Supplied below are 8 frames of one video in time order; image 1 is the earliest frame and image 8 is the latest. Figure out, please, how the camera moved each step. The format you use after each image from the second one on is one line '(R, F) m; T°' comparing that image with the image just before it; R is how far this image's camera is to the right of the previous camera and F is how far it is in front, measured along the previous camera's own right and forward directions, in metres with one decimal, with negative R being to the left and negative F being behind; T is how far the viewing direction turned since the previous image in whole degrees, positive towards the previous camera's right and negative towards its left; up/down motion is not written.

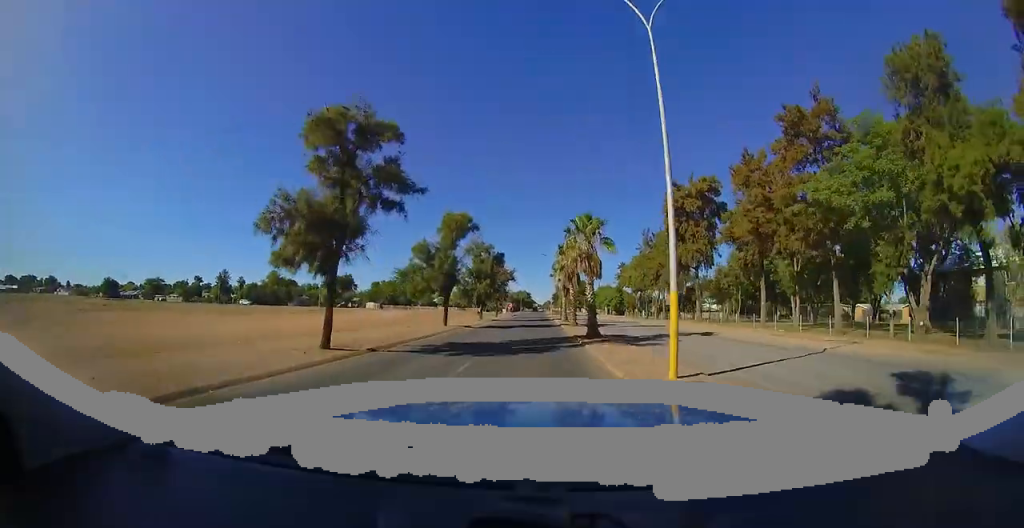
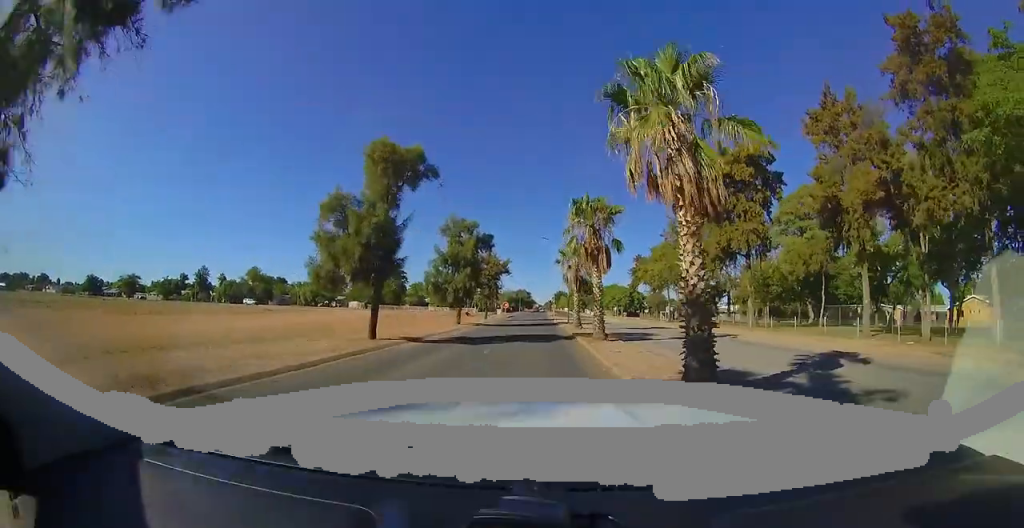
(0.0, +11.8) m; +1°
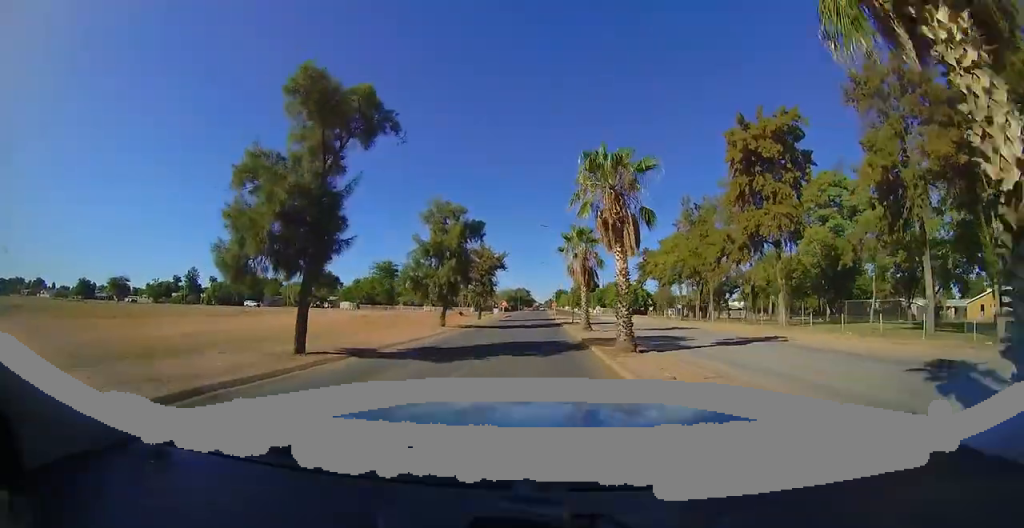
(0.0, +4.8) m; 0°
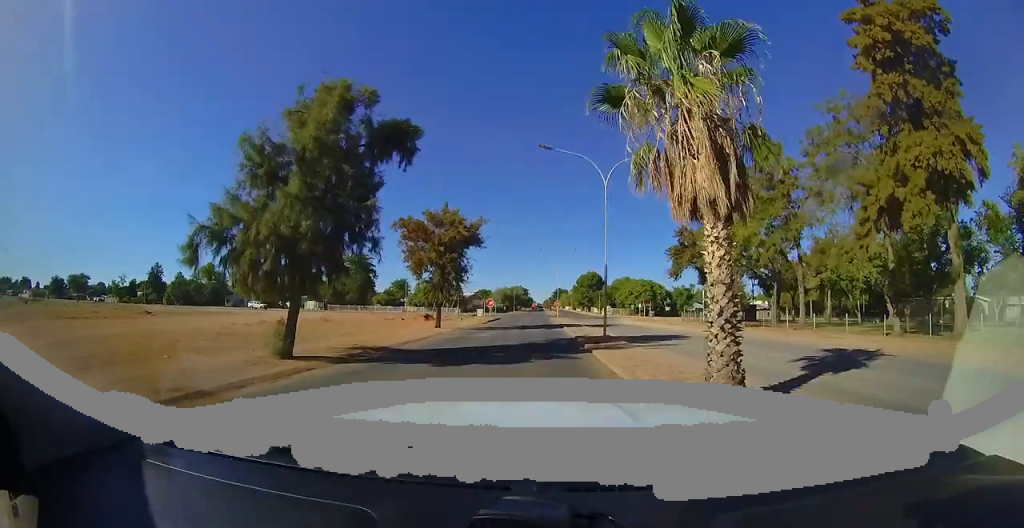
(+0.1, +16.2) m; +1°
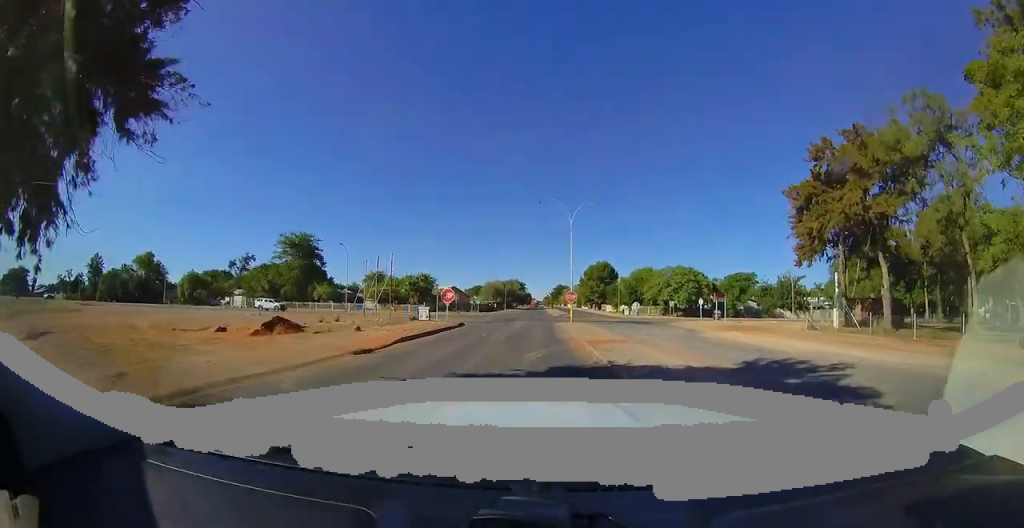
(-0.9, +22.8) m; -5°
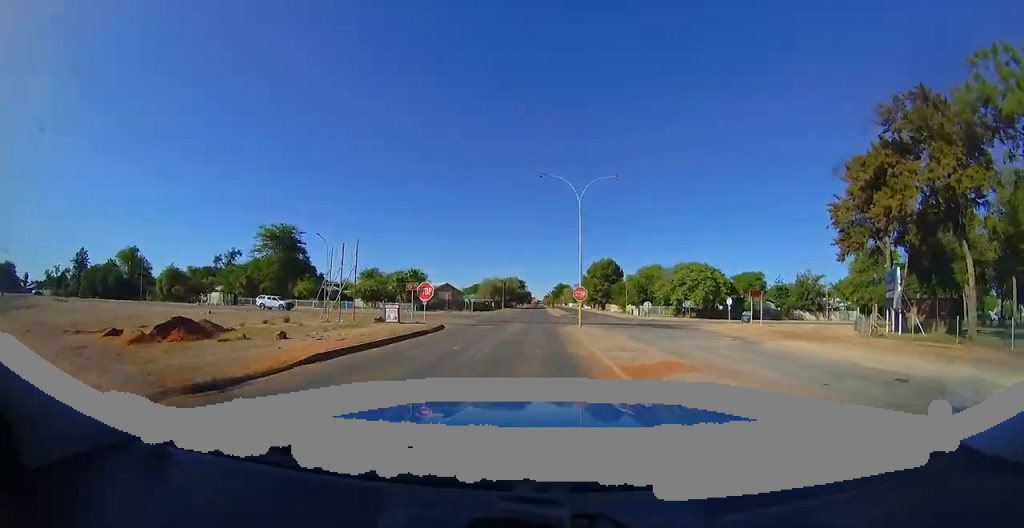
(0.0, +5.8) m; 0°
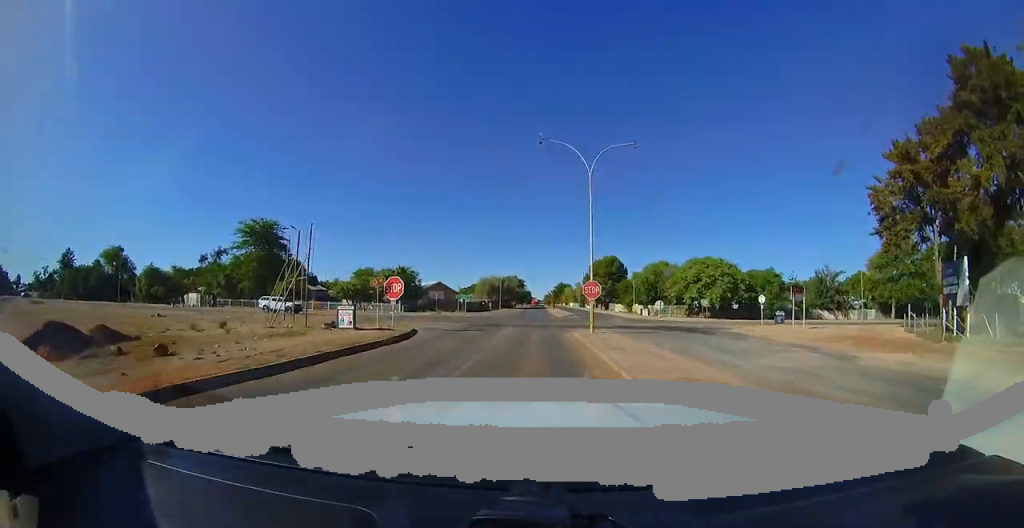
(0.0, +5.2) m; +1°
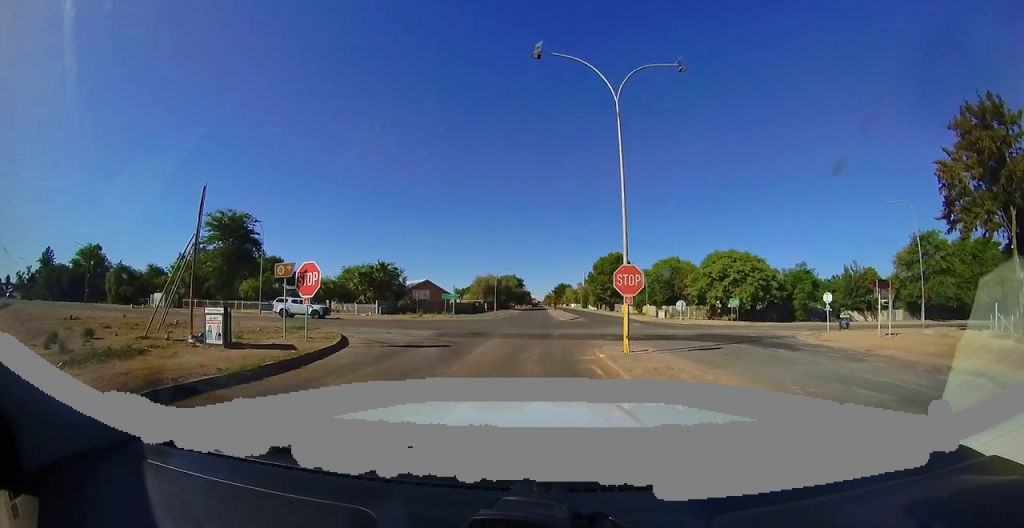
(+0.2, +7.7) m; -1°
